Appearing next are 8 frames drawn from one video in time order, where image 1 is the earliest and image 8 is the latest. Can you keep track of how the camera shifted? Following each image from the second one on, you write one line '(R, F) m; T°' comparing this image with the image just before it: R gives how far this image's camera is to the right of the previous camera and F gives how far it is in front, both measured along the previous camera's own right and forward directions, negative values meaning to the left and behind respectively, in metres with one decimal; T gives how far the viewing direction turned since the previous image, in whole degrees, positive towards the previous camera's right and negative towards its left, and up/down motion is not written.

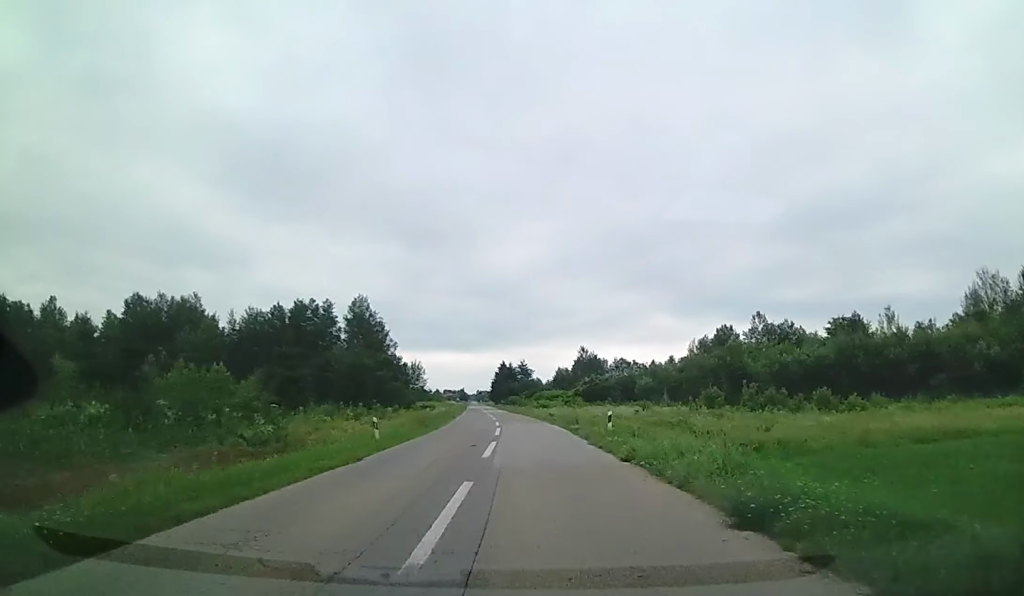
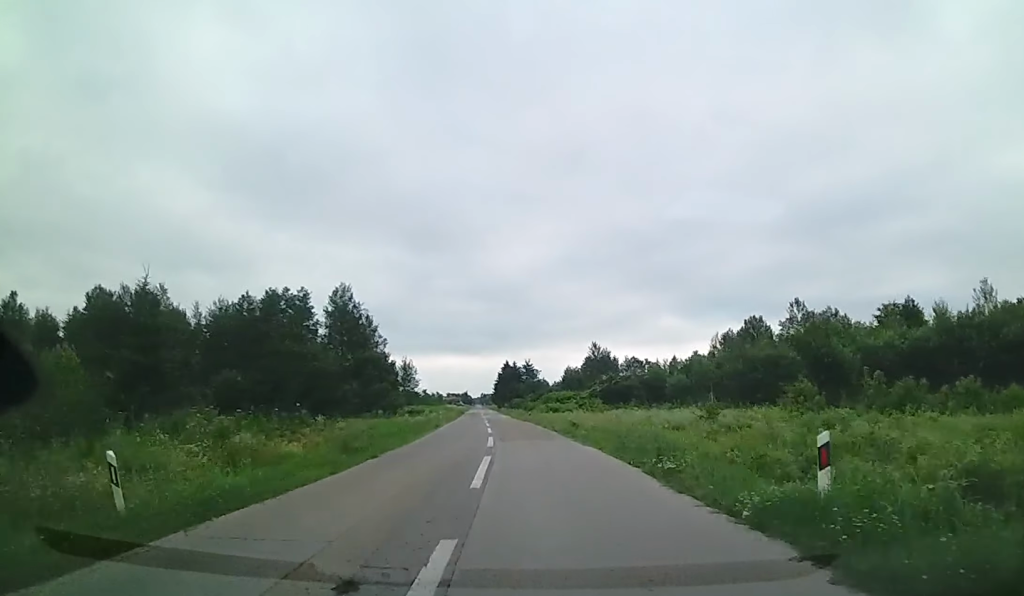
(+0.2, +15.1) m; 0°
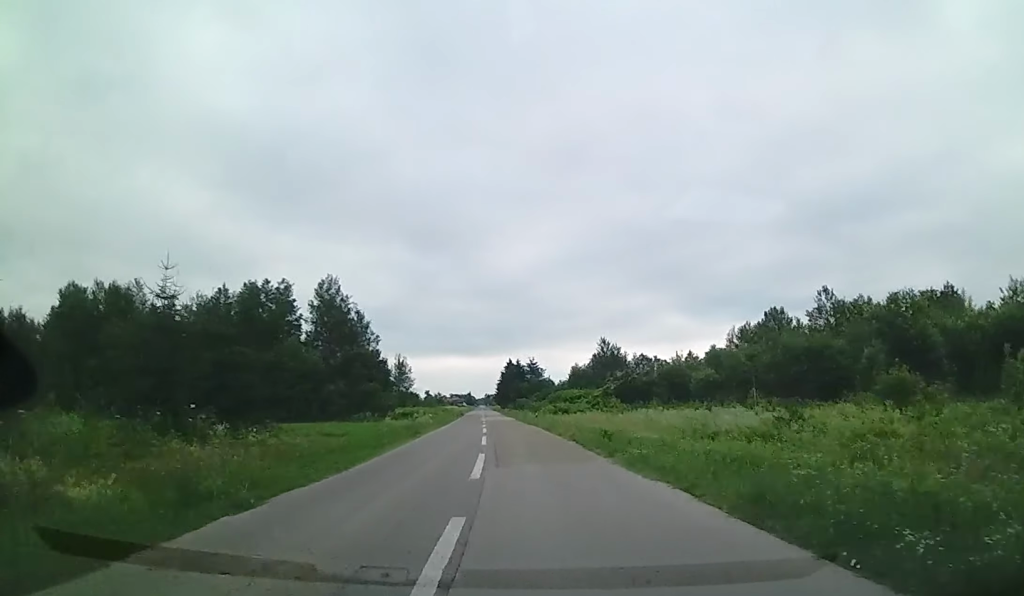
(-0.1, +9.1) m; -1°
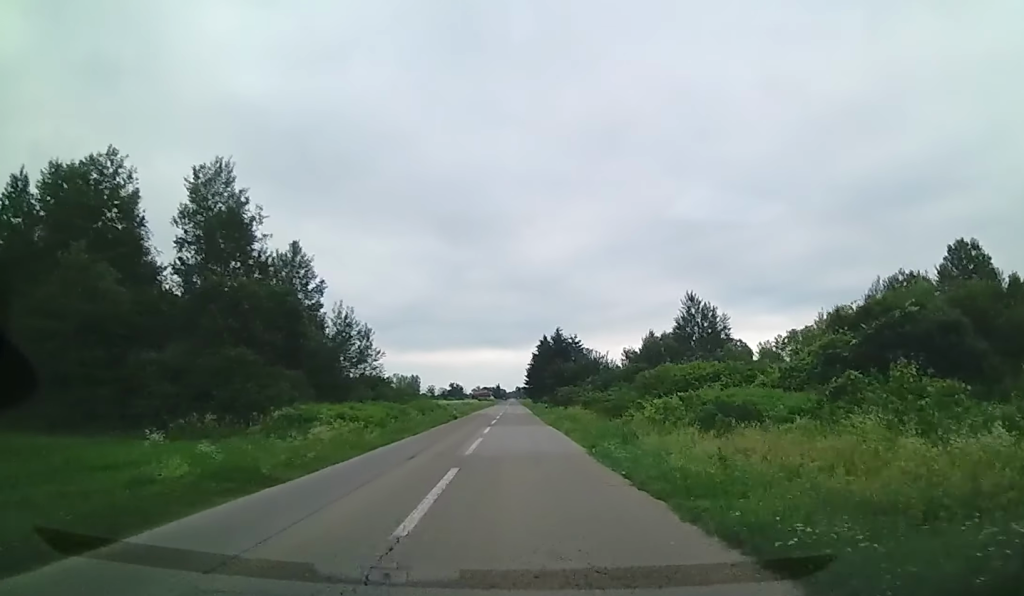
(-2.2, +46.6) m; -3°
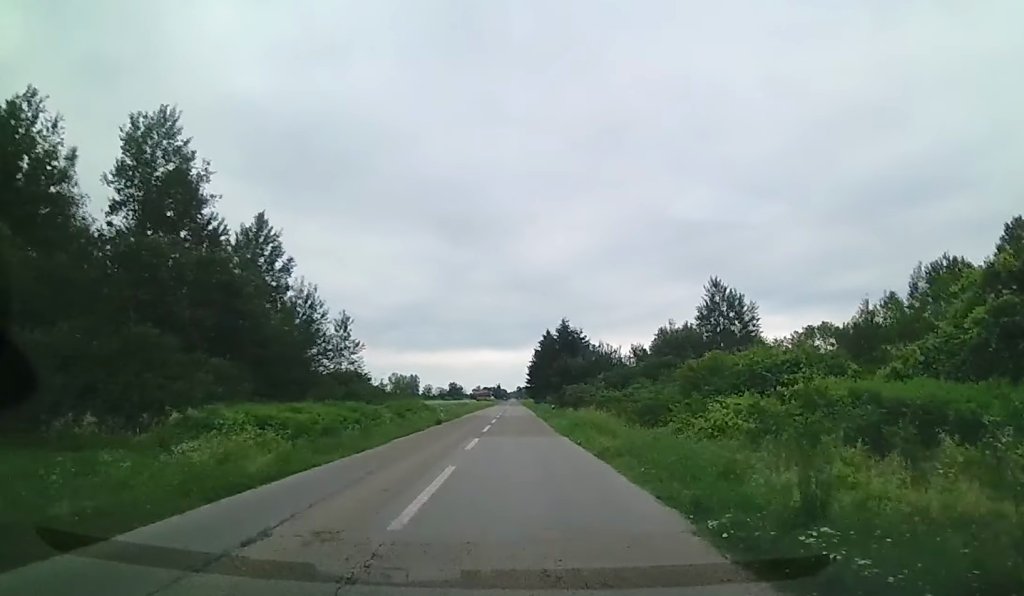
(+0.1, +10.0) m; 0°
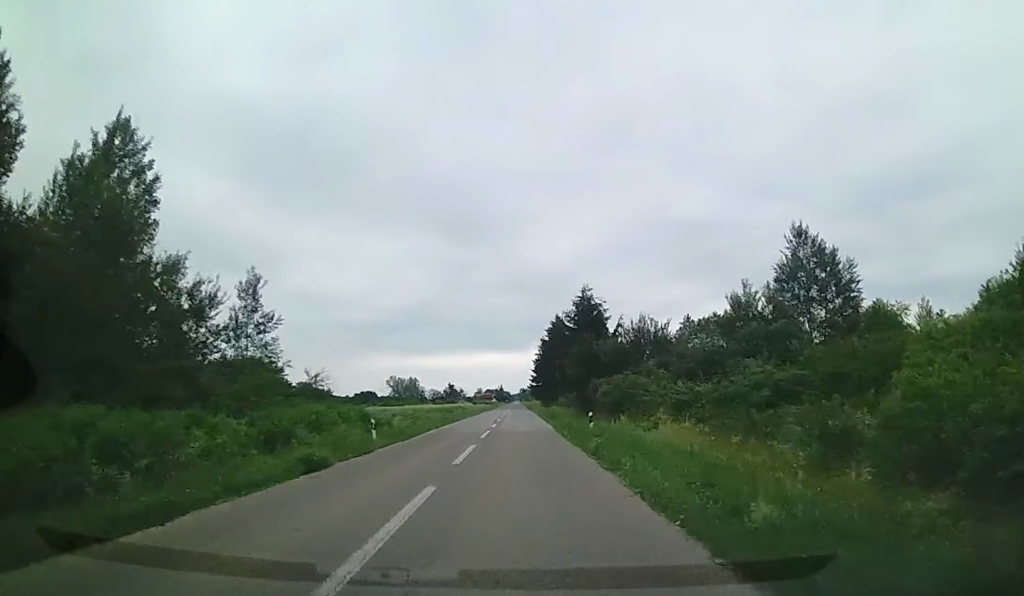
(+0.1, +22.9) m; 0°
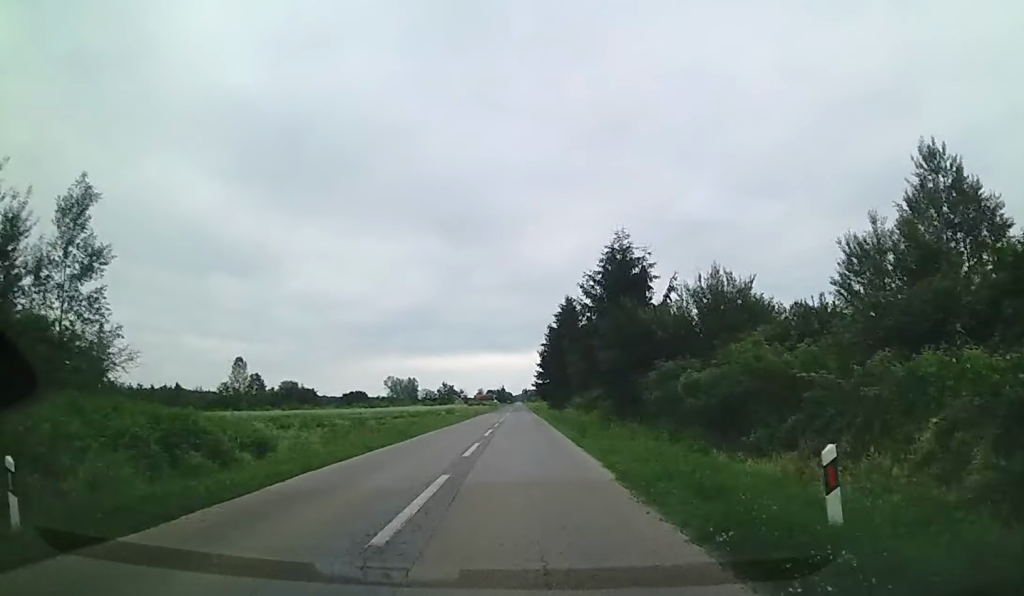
(0.0, +18.4) m; 0°
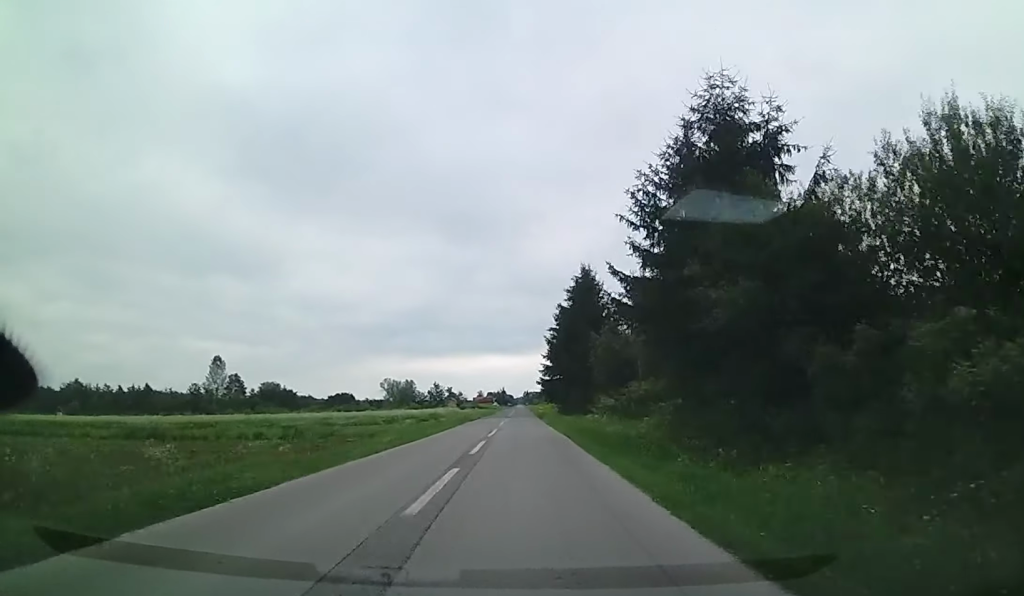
(0.0, +18.6) m; 0°
